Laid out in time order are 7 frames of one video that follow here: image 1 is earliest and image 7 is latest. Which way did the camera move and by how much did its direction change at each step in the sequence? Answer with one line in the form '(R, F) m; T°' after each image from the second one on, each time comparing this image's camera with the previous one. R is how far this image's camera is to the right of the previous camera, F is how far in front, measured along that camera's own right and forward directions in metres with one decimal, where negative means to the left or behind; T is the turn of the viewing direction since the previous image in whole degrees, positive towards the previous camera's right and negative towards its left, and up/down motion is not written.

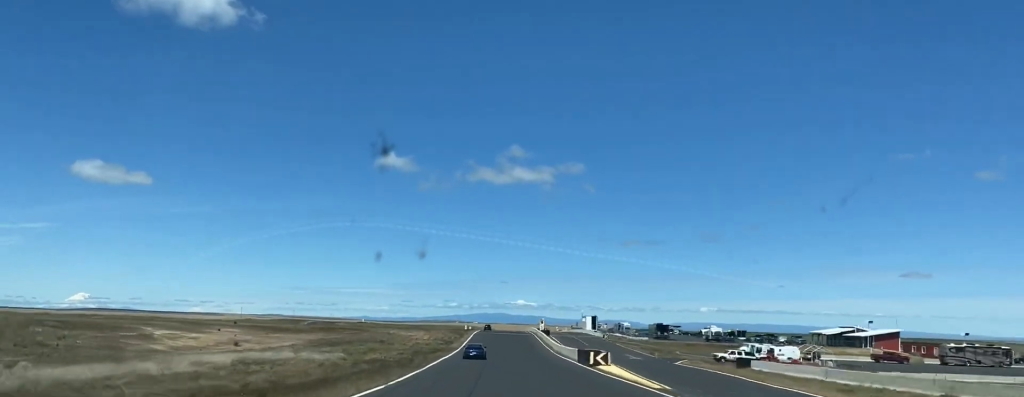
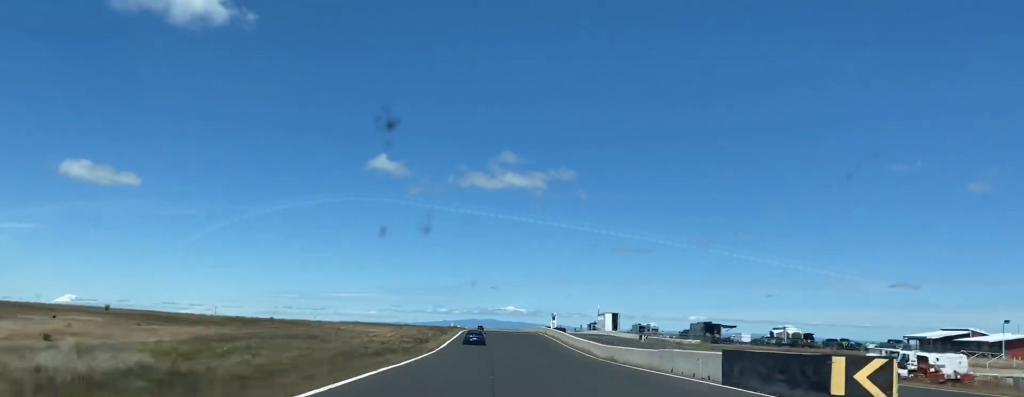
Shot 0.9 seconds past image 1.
(+0.2, +39.3) m; 0°
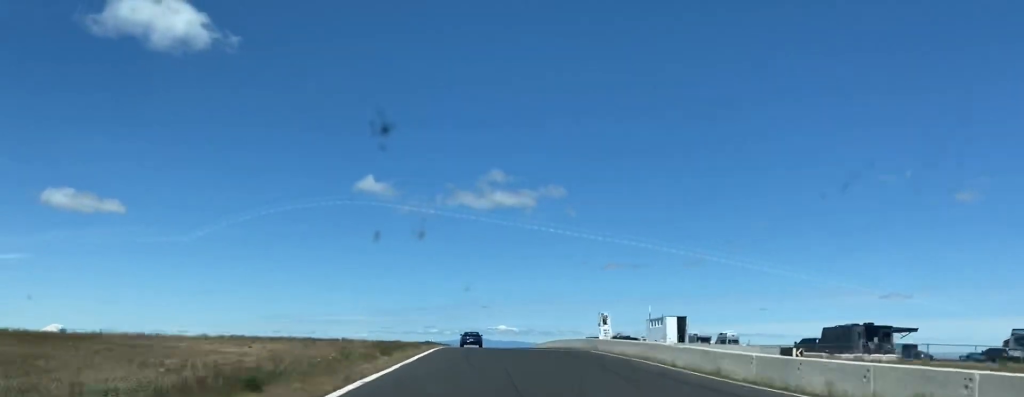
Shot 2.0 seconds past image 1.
(-0.3, +52.6) m; 0°
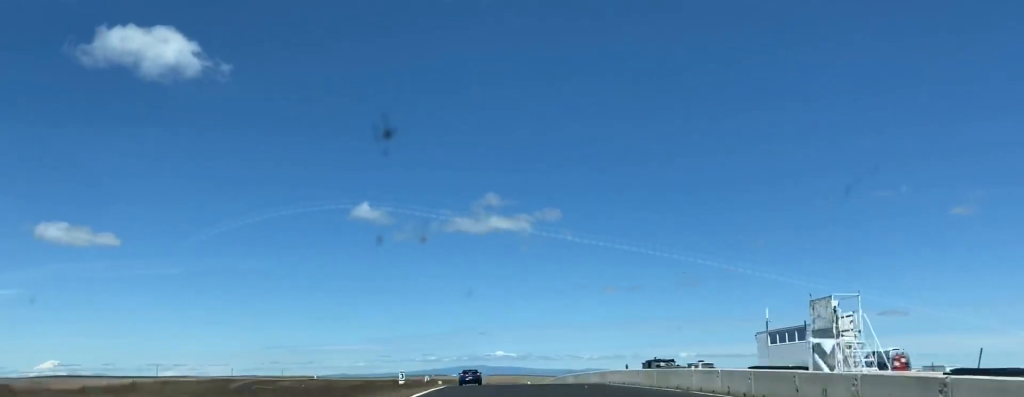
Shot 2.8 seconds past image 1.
(+0.3, +39.0) m; +1°
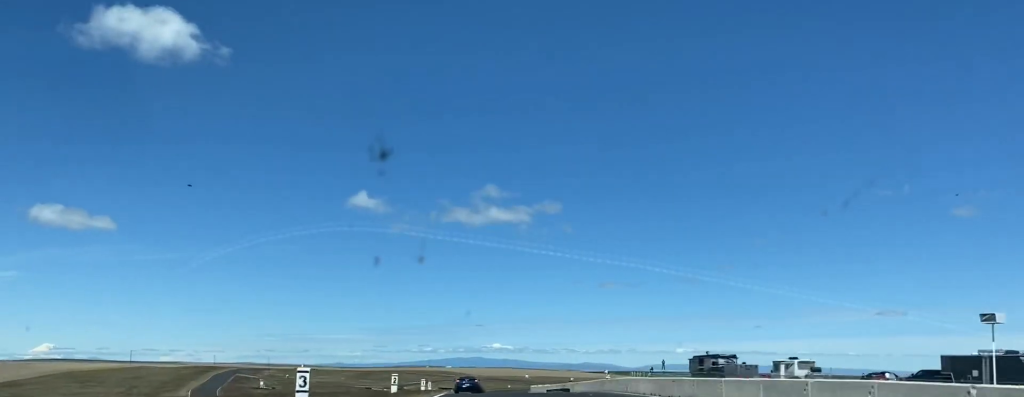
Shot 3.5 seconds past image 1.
(+0.2, +33.7) m; 0°
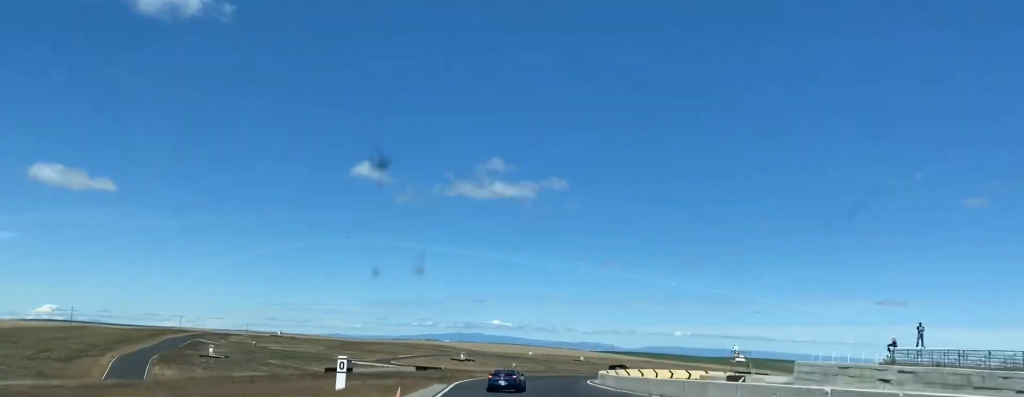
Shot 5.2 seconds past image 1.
(0.0, +75.9) m; +1°
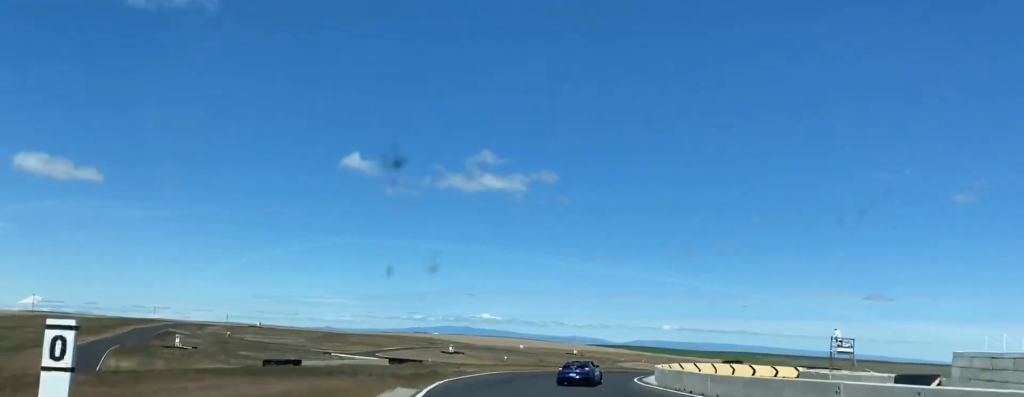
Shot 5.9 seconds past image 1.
(+0.1, +25.9) m; +2°
